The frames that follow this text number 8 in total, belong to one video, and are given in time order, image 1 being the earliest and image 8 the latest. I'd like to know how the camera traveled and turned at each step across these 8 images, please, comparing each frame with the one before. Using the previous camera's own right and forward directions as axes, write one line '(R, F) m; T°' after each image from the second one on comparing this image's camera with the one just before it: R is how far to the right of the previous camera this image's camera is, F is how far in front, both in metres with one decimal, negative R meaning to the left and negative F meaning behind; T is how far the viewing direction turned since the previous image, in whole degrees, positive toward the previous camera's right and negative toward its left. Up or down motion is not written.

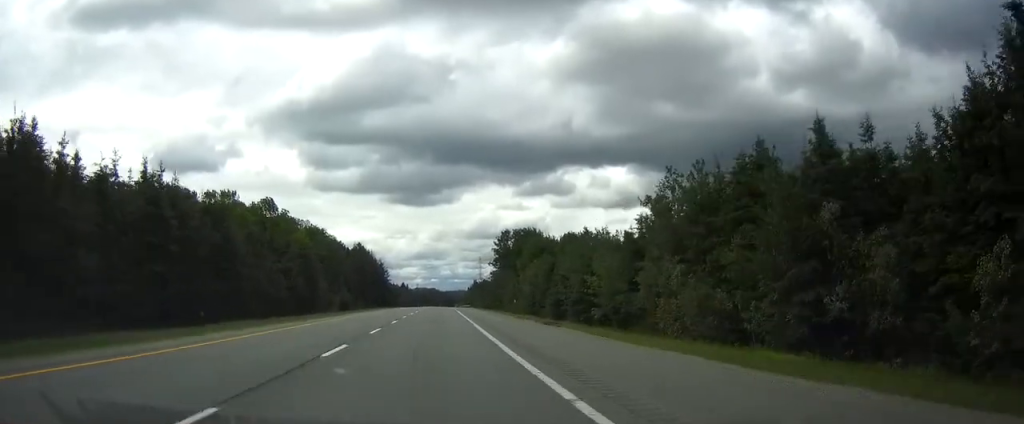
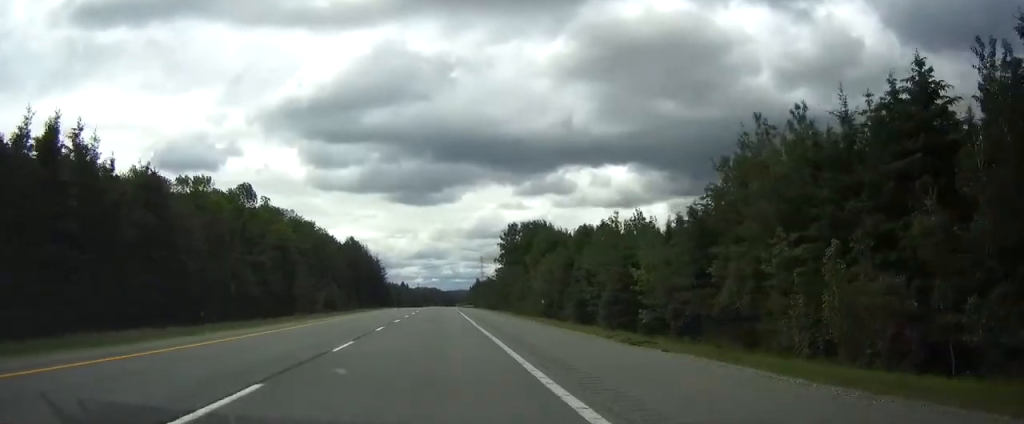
(0.0, +16.2) m; 0°
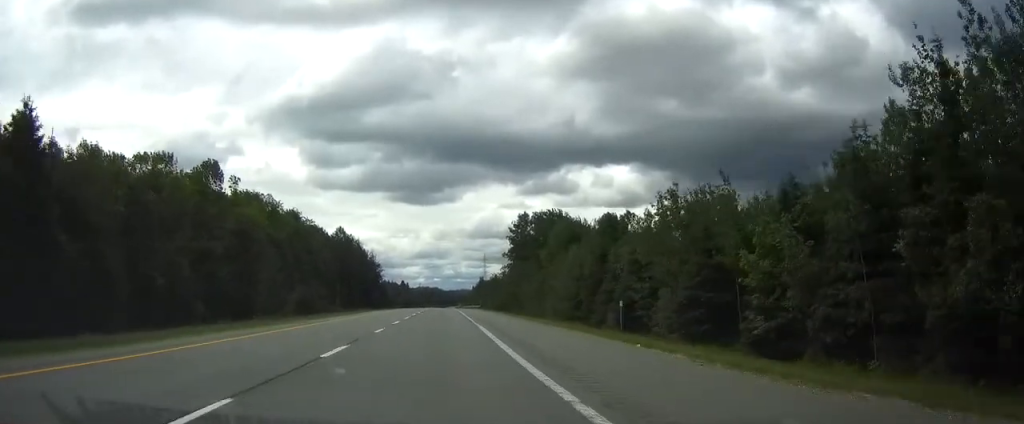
(0.0, +19.2) m; 0°
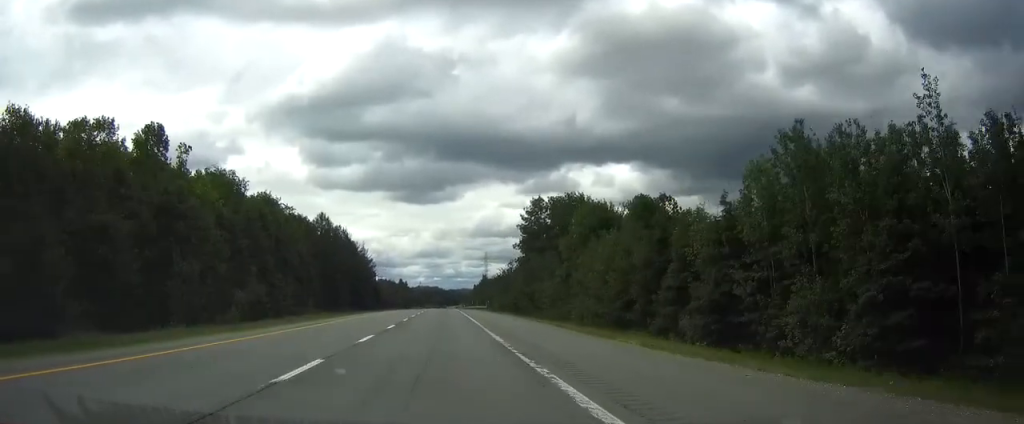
(0.0, +21.2) m; 0°
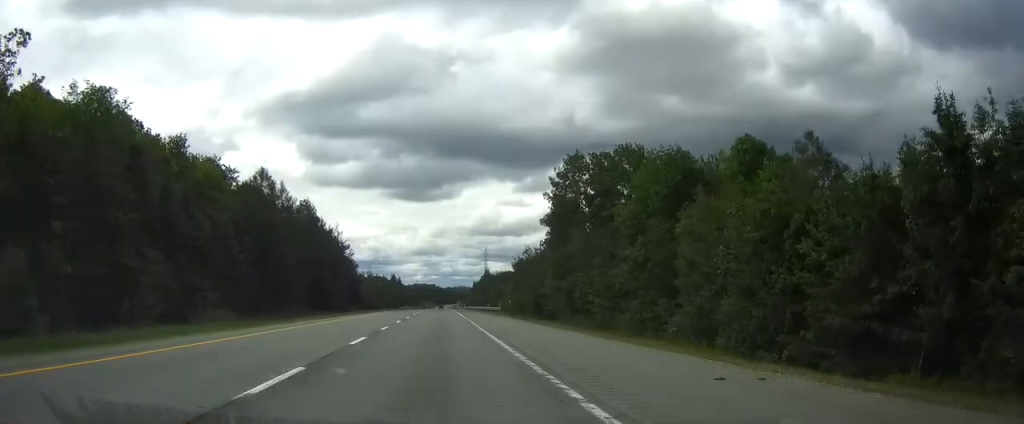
(0.0, +37.4) m; 0°
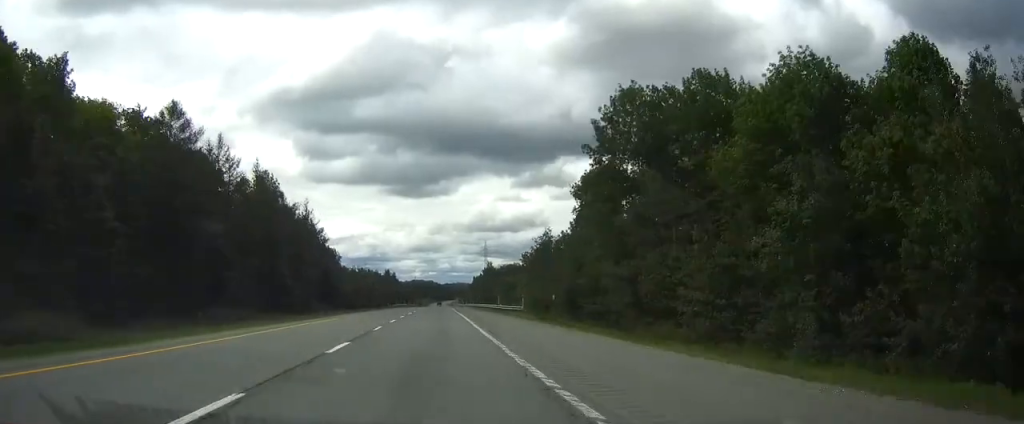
(0.0, +27.3) m; 0°
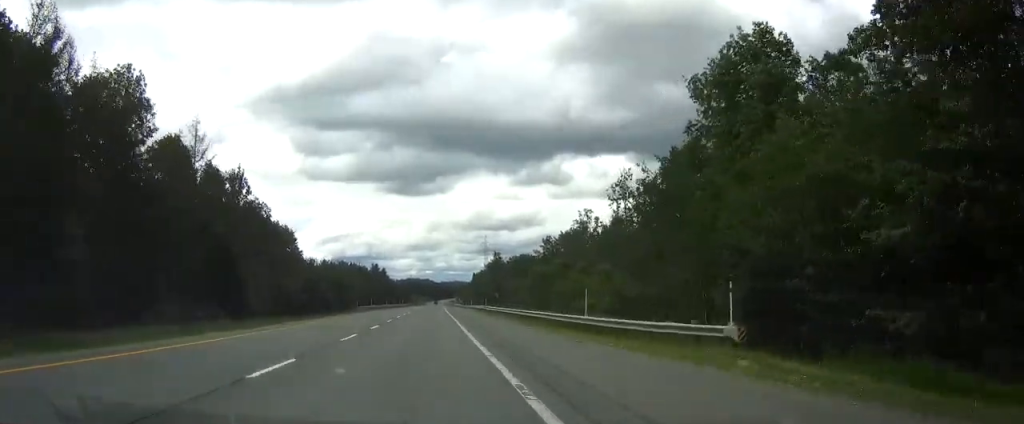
(+0.2, +46.8) m; 0°
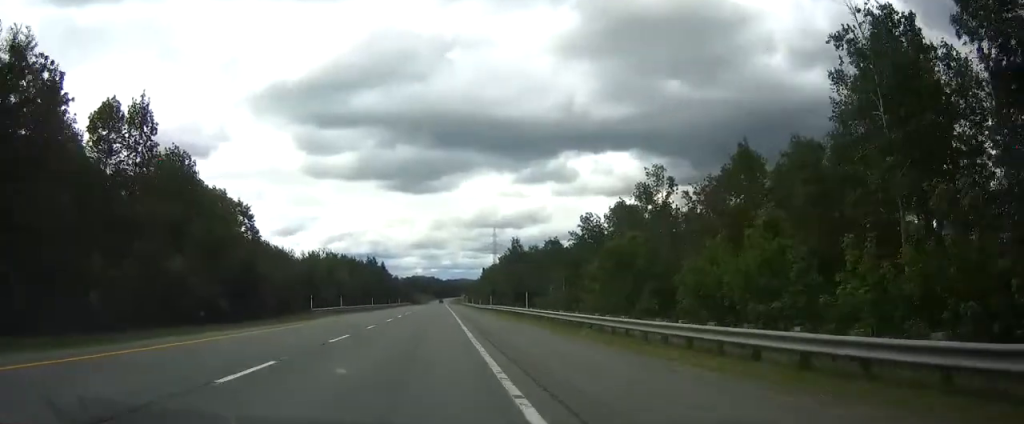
(-0.2, +36.0) m; 0°
